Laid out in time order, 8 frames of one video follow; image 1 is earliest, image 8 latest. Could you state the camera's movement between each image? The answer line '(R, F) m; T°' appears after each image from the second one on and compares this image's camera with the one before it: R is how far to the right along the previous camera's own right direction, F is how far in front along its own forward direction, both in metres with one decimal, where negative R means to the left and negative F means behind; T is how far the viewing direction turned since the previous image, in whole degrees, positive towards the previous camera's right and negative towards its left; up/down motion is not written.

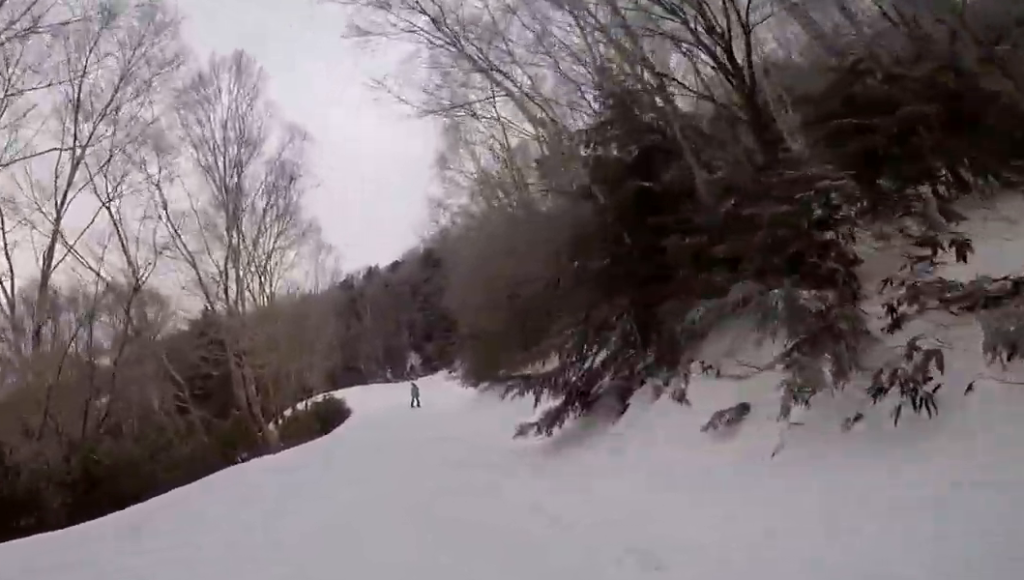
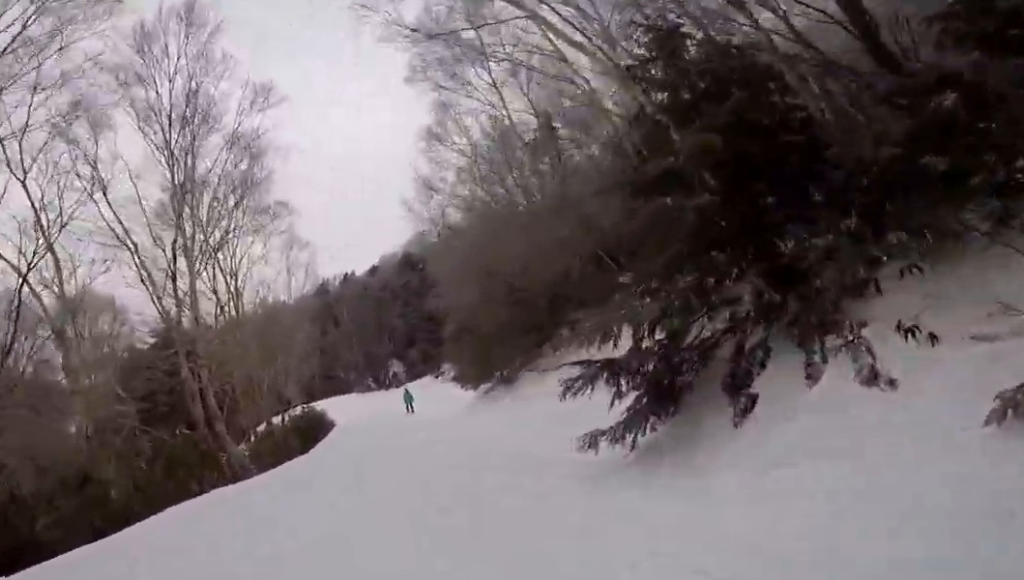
(+0.1, +2.6) m; -1°
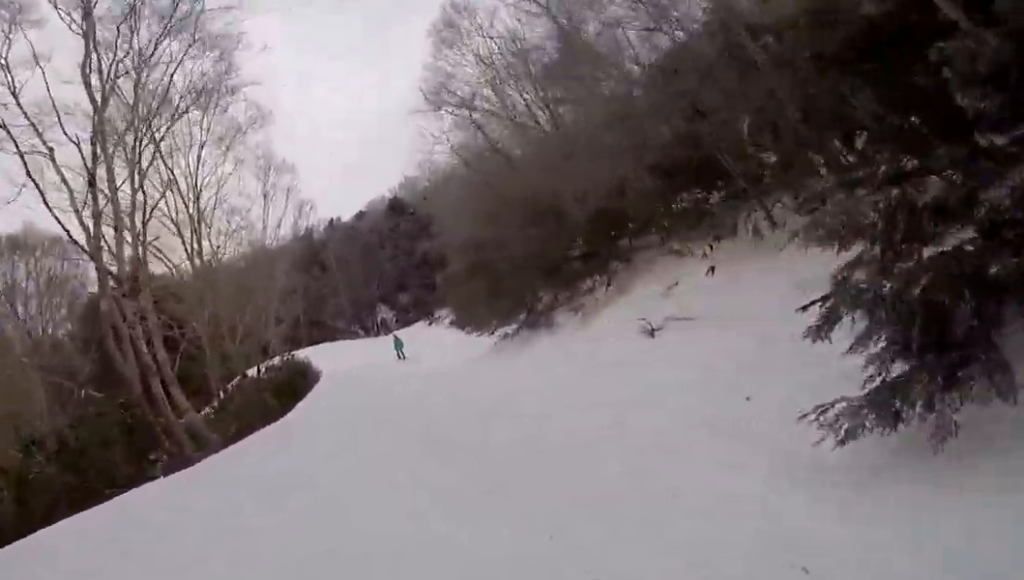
(-0.4, +3.0) m; -2°
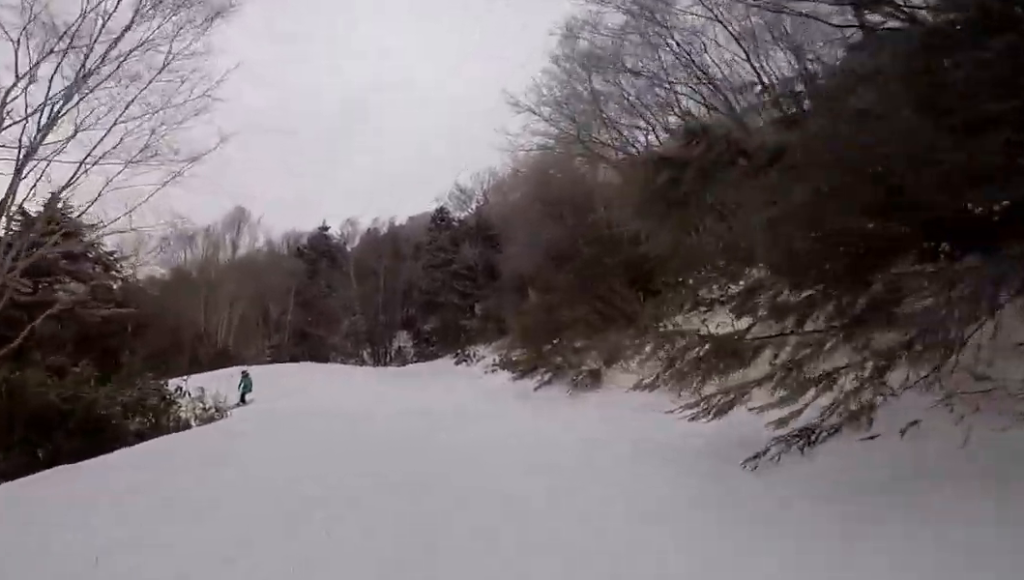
(-0.4, +10.8) m; -2°
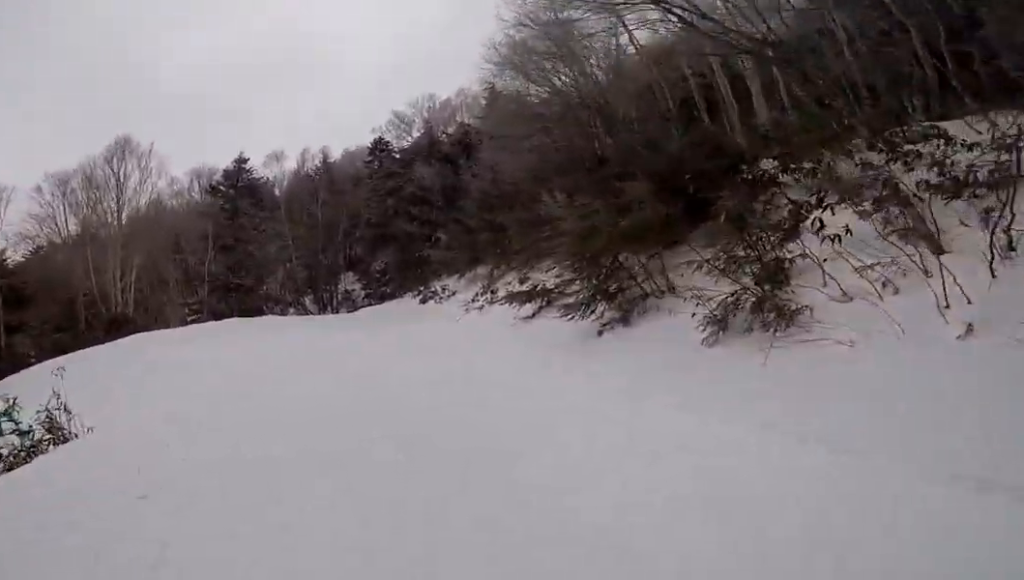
(+0.3, +4.3) m; -5°
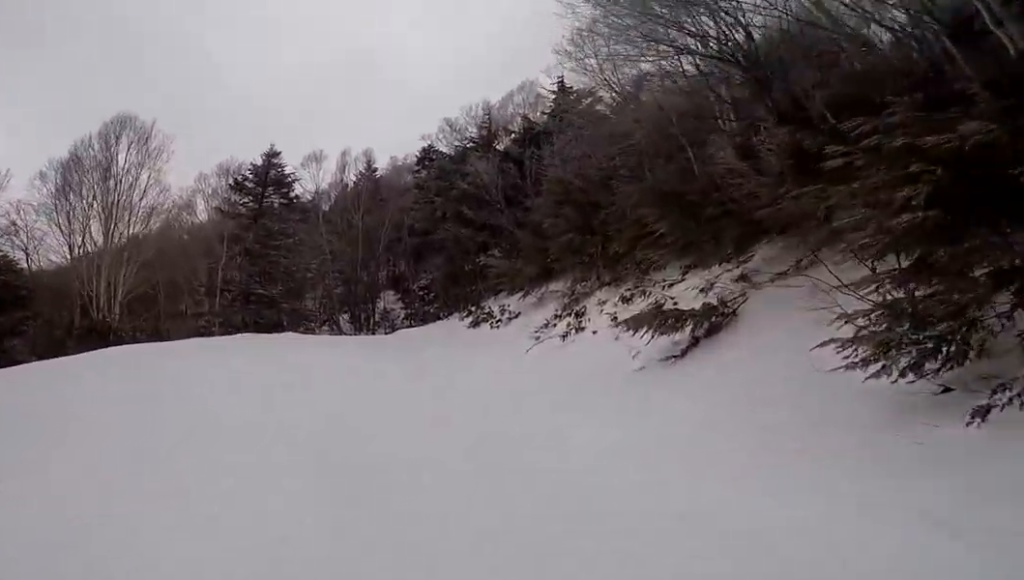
(-0.7, +3.8) m; -14°
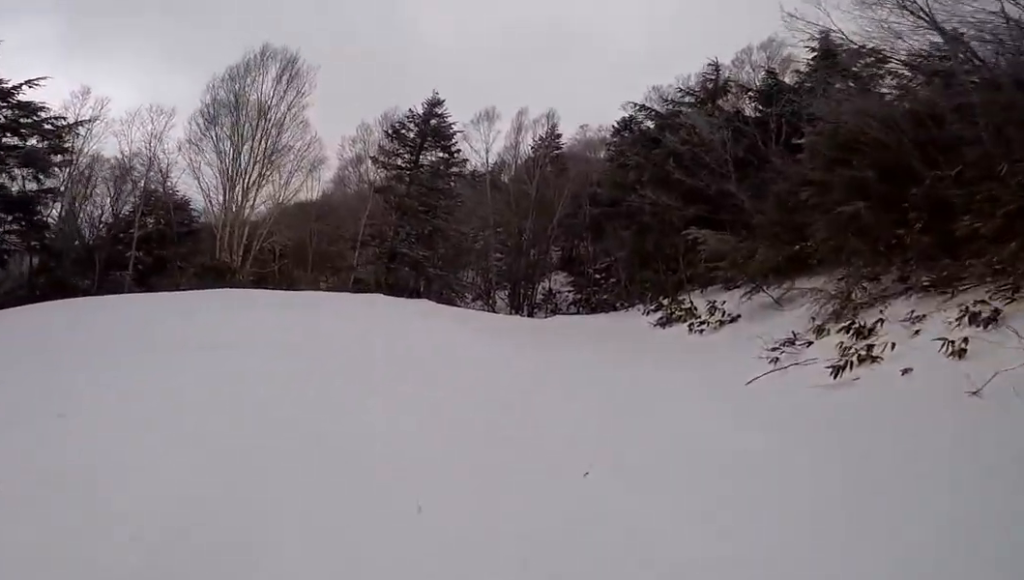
(-0.2, +3.3) m; -32°
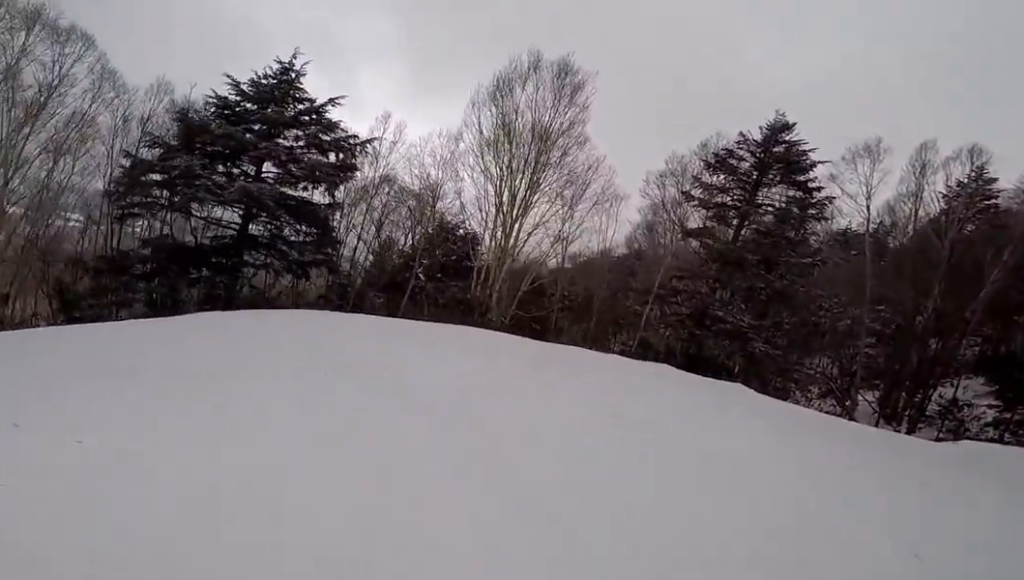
(-0.7, +1.7) m; -48°
